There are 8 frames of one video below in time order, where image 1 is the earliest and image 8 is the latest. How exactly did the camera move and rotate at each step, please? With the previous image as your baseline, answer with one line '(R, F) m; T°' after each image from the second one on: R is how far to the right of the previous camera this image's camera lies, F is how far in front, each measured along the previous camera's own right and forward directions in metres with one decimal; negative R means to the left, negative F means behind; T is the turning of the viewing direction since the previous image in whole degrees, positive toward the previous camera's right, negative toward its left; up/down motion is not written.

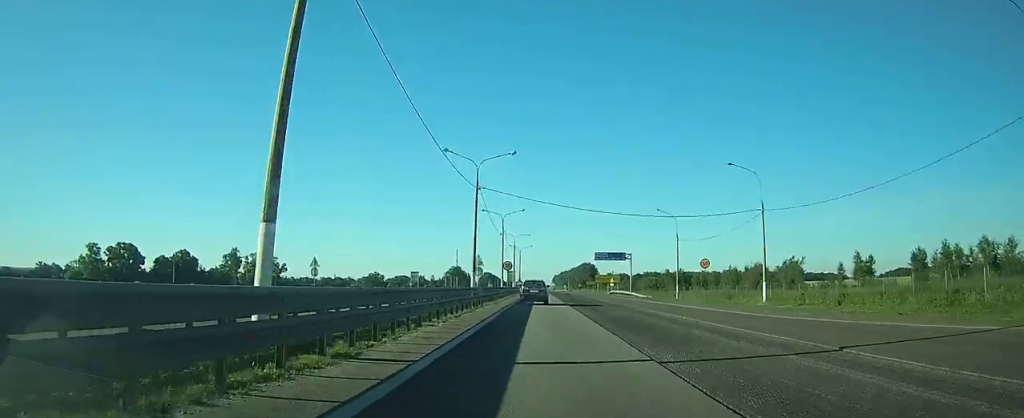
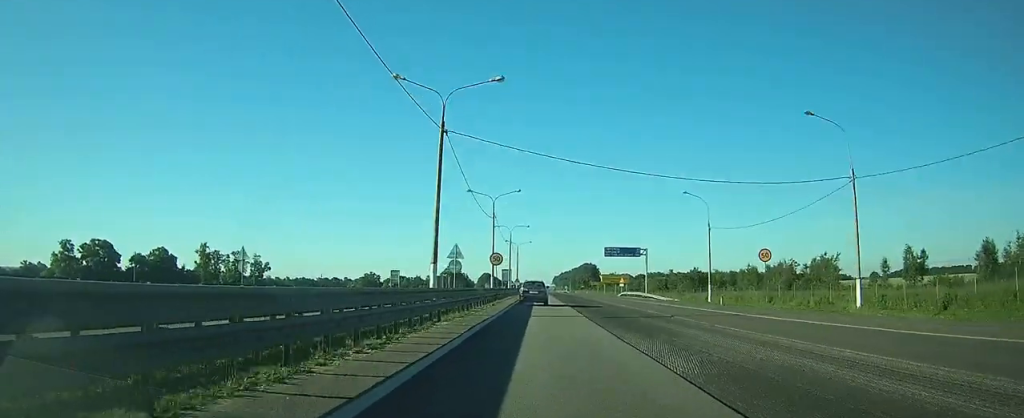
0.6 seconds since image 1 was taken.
(0.0, +14.7) m; 0°
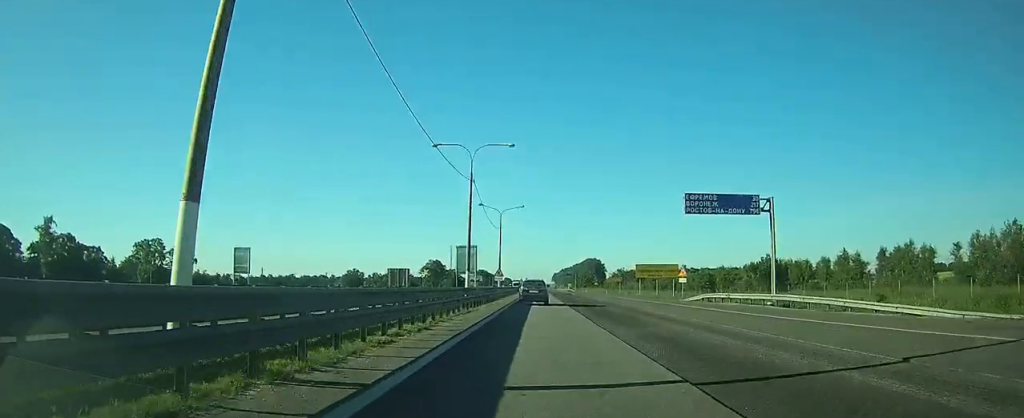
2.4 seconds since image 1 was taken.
(+0.2, +48.7) m; 0°
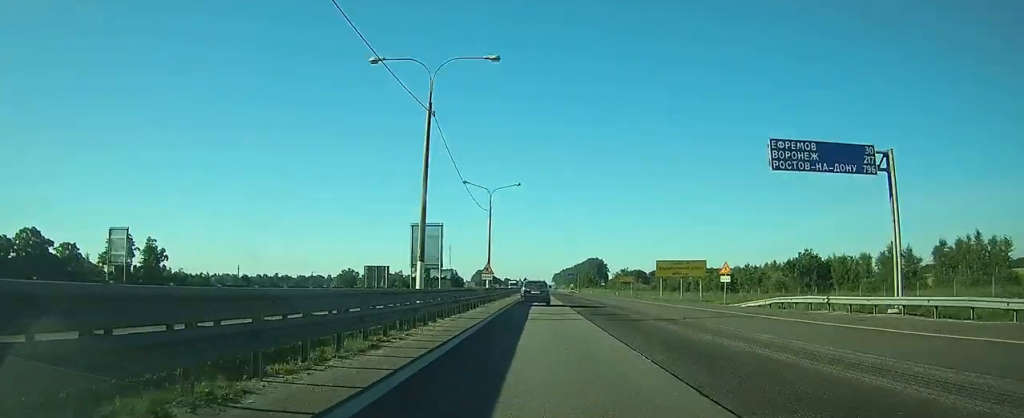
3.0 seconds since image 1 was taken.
(0.0, +14.9) m; 0°
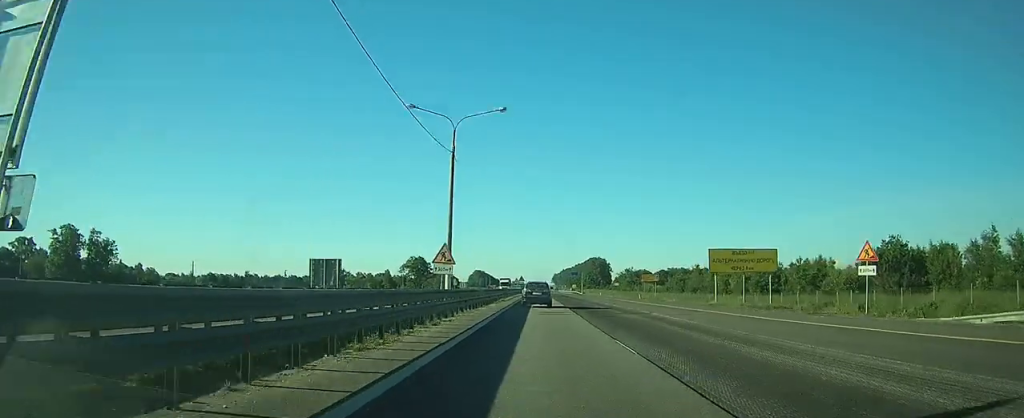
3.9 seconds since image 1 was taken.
(0.0, +22.8) m; 0°
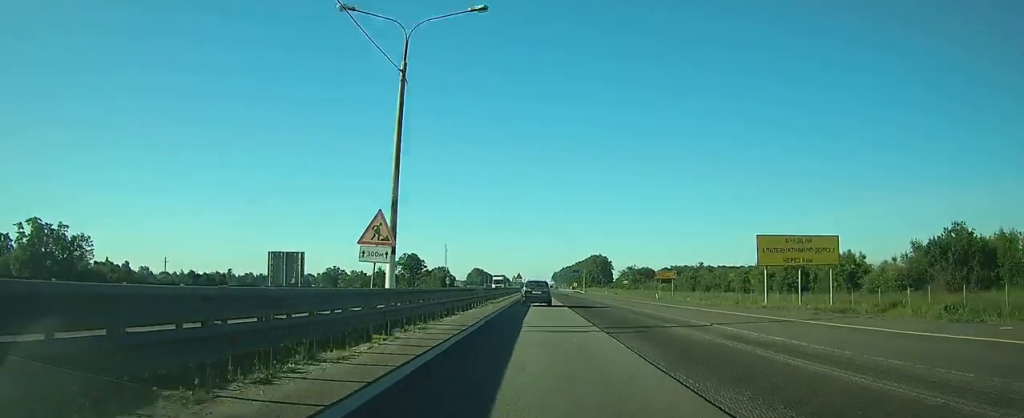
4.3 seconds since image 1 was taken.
(0.0, +11.4) m; 0°
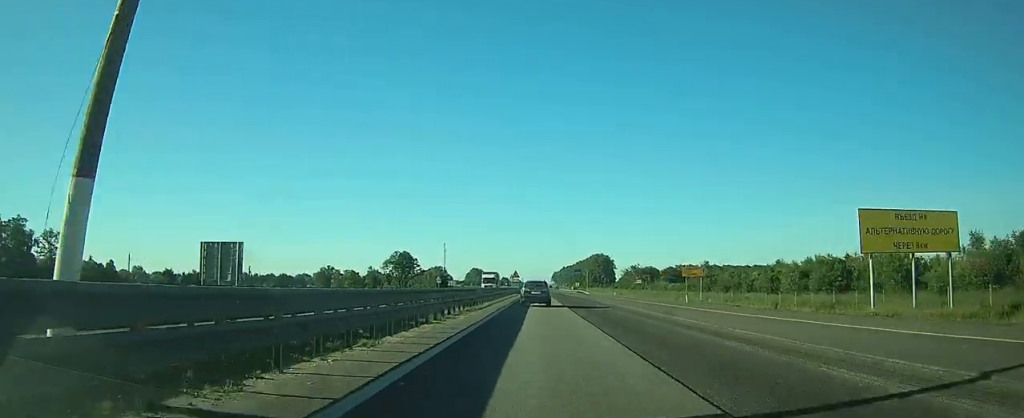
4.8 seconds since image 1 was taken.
(0.0, +13.1) m; 0°
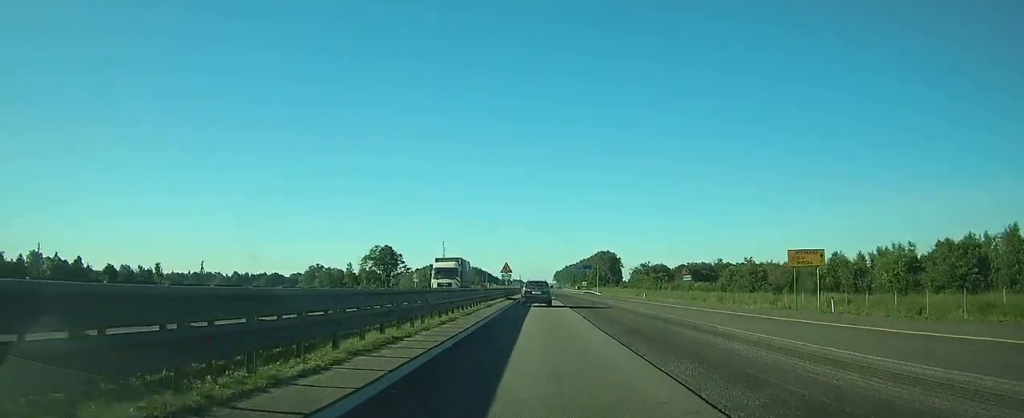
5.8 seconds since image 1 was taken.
(0.0, +25.9) m; 0°
